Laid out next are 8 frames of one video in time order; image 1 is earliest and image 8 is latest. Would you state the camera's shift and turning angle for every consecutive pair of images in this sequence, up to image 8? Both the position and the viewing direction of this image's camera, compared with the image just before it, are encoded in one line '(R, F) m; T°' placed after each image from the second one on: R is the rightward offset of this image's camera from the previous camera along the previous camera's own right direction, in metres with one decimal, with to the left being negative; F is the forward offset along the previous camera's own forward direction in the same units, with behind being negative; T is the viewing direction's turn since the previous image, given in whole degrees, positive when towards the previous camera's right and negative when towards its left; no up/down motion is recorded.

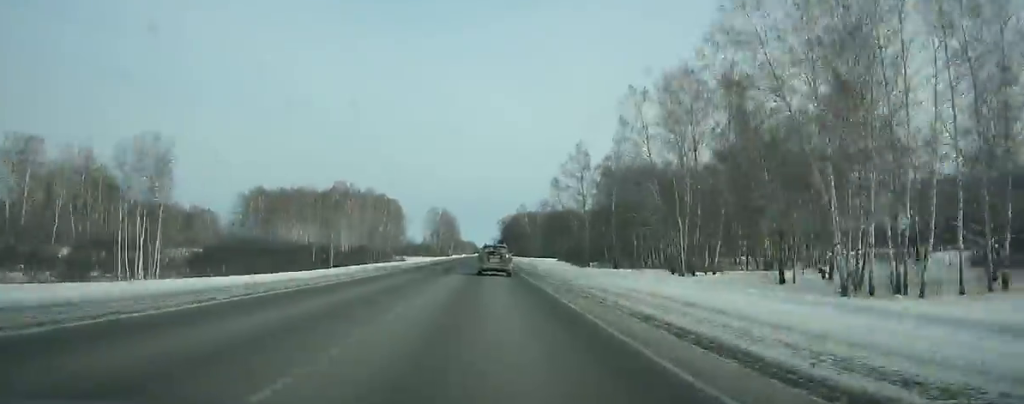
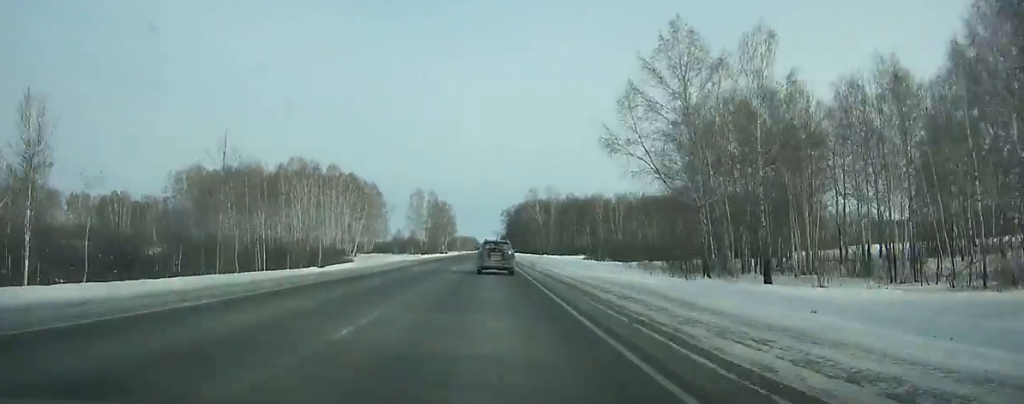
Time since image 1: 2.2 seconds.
(+0.1, +54.4) m; 0°
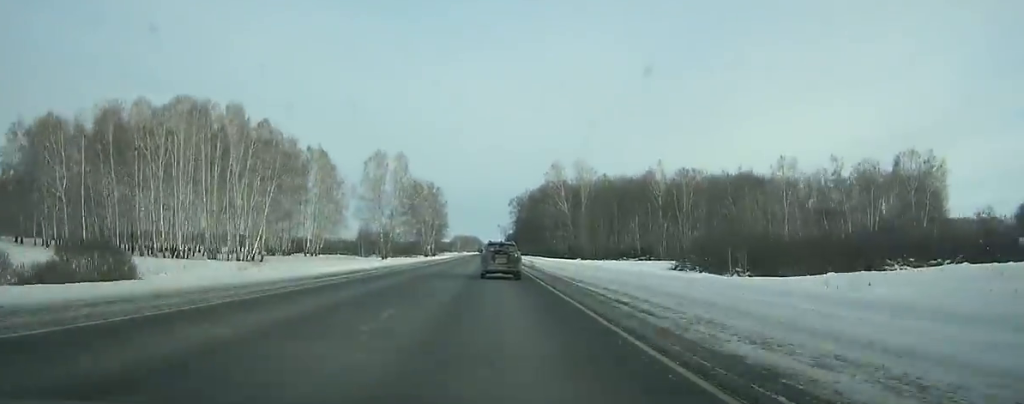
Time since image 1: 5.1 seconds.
(-0.2, +71.2) m; 0°
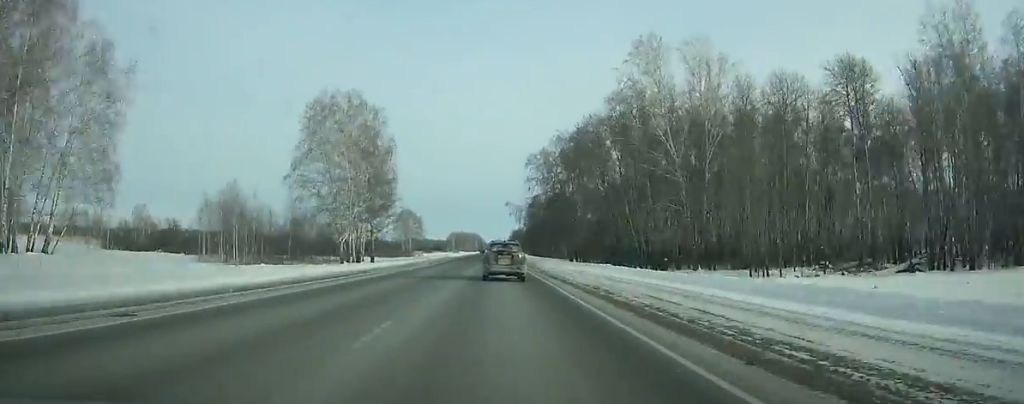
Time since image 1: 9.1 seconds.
(-0.1, +97.8) m; 0°
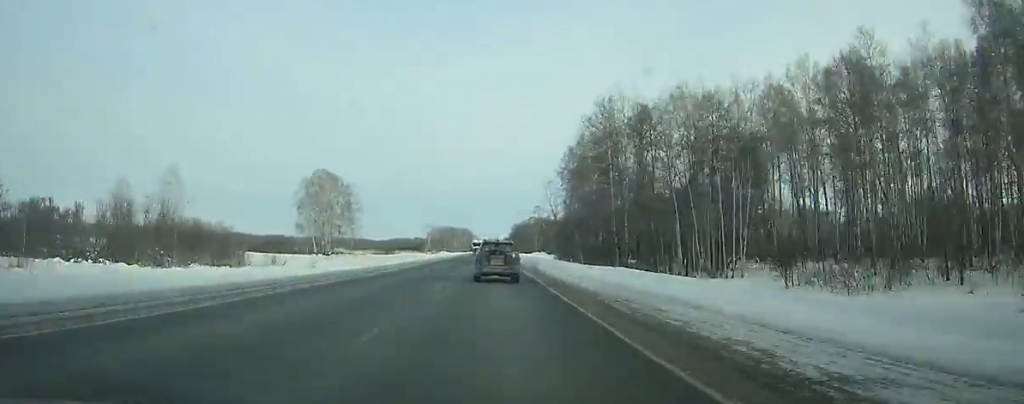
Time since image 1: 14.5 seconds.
(+0.2, +132.4) m; 0°
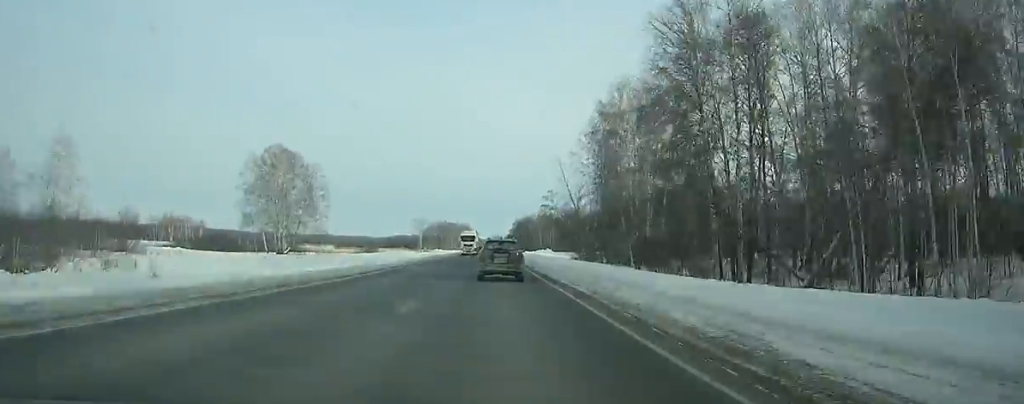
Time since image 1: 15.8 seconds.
(0.0, +32.1) m; 0°
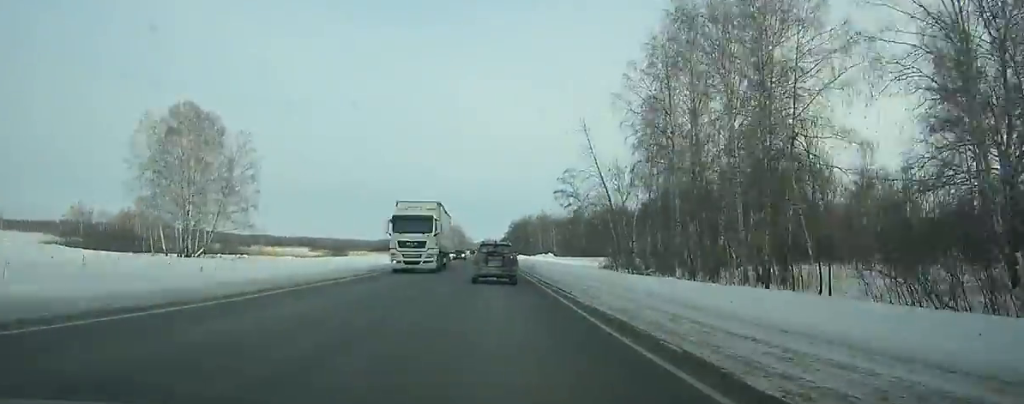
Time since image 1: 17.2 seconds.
(0.0, +34.6) m; 0°
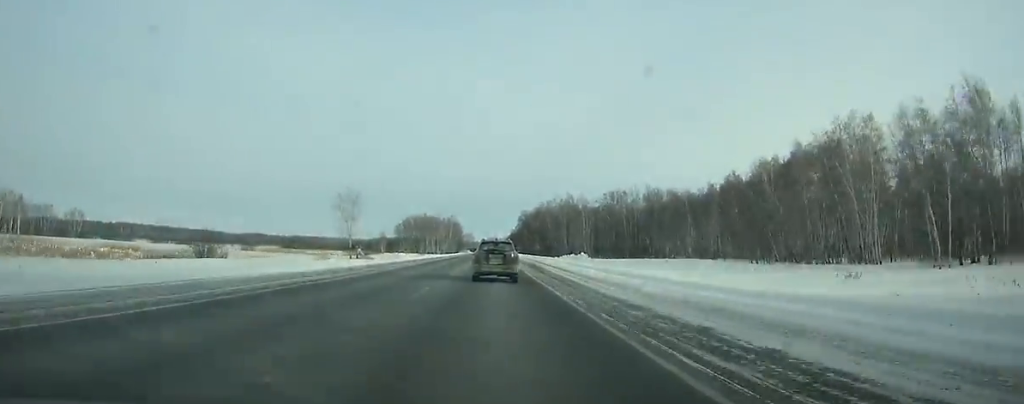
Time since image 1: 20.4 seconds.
(0.0, +79.5) m; 0°
